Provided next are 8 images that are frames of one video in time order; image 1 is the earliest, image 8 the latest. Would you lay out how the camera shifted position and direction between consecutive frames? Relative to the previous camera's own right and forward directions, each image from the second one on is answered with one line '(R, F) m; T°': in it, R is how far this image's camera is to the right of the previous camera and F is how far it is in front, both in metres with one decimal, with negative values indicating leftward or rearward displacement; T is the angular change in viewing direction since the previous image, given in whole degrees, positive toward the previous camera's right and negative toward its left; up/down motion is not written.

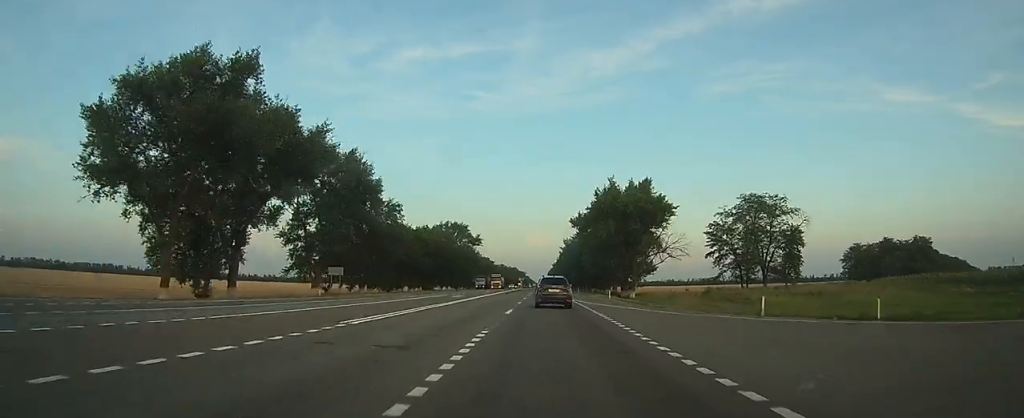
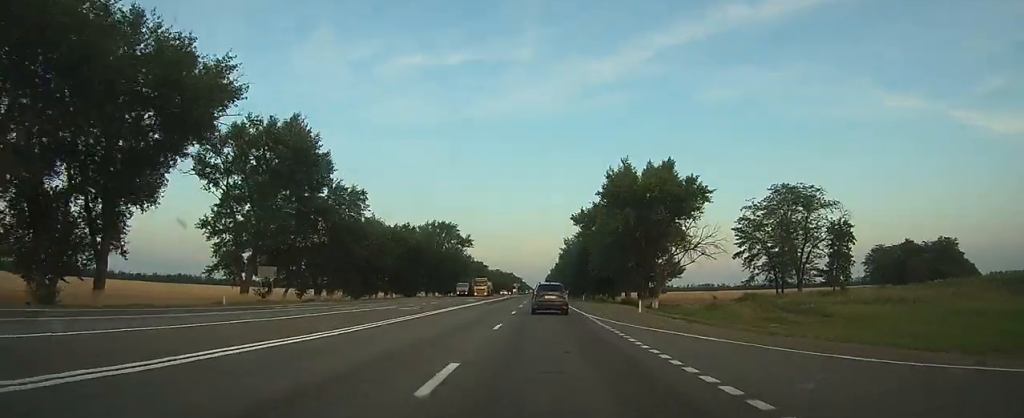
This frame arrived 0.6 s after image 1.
(0.0, +17.4) m; 0°
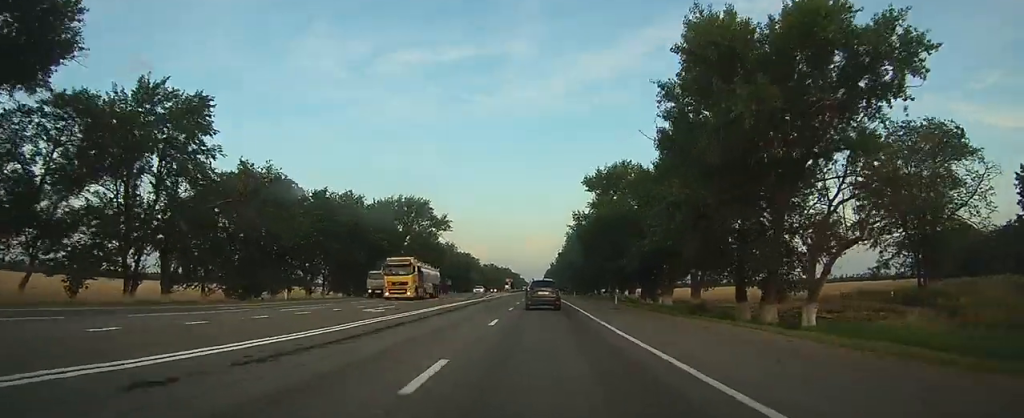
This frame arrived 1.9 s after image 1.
(0.0, +36.4) m; 0°
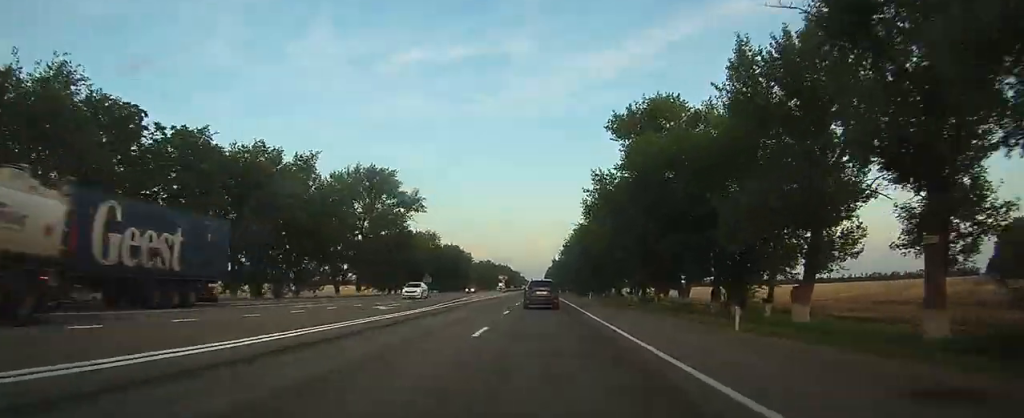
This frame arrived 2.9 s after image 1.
(0.0, +28.5) m; 0°
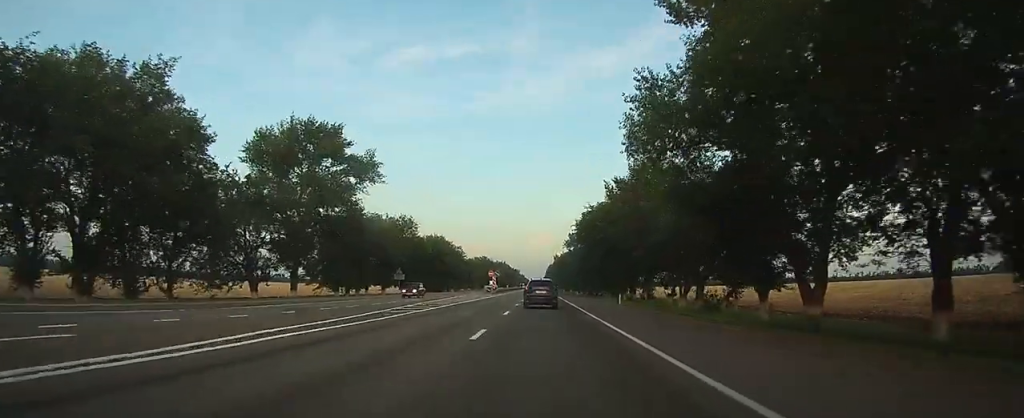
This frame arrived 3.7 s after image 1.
(0.0, +24.6) m; 0°
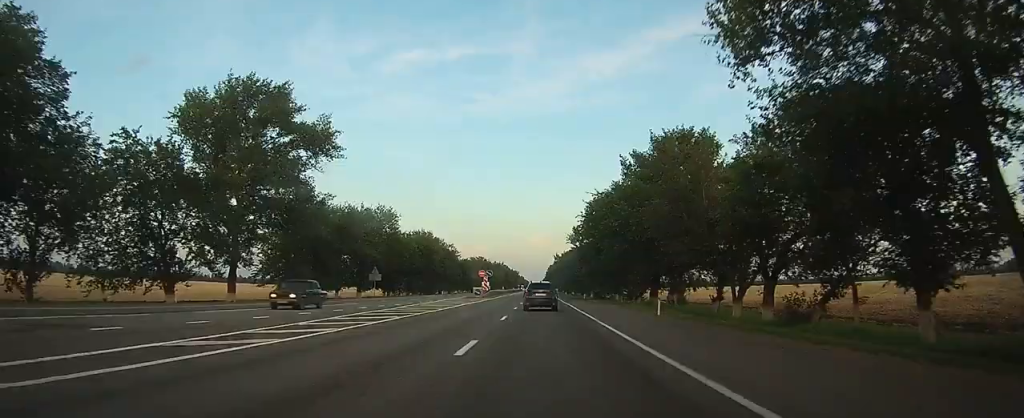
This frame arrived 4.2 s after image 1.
(0.0, +14.2) m; 0°
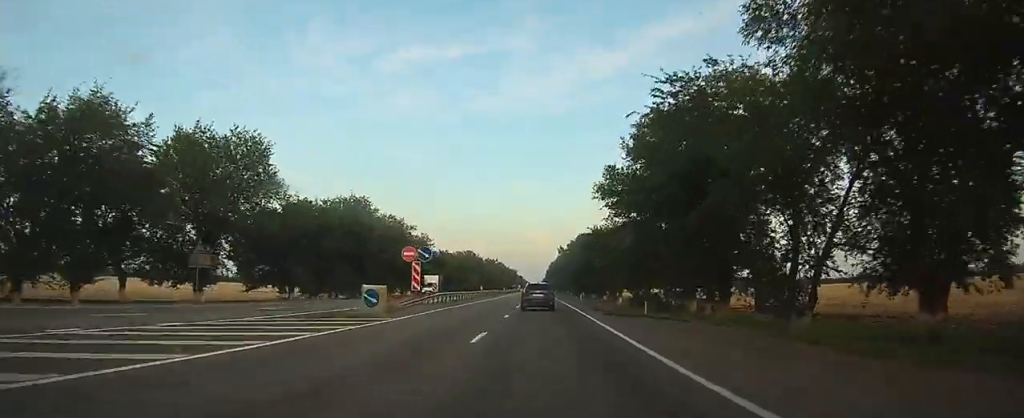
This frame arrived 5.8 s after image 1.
(-0.1, +44.6) m; 0°
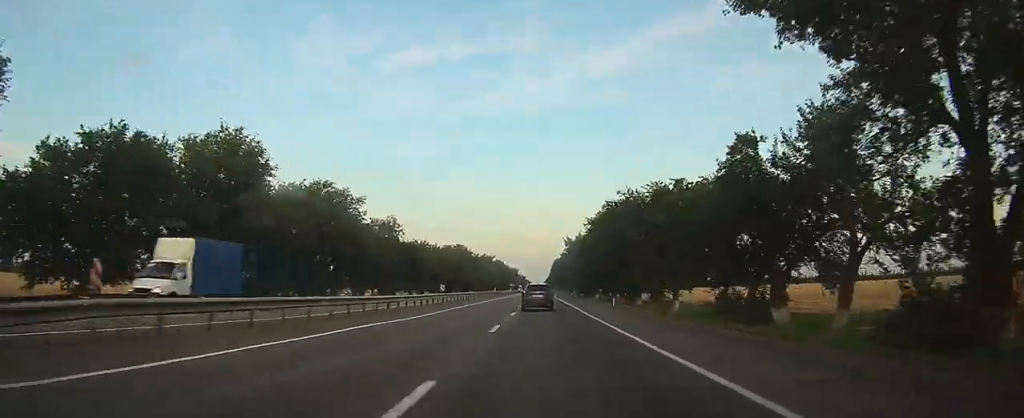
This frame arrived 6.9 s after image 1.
(+0.2, +32.6) m; 0°
